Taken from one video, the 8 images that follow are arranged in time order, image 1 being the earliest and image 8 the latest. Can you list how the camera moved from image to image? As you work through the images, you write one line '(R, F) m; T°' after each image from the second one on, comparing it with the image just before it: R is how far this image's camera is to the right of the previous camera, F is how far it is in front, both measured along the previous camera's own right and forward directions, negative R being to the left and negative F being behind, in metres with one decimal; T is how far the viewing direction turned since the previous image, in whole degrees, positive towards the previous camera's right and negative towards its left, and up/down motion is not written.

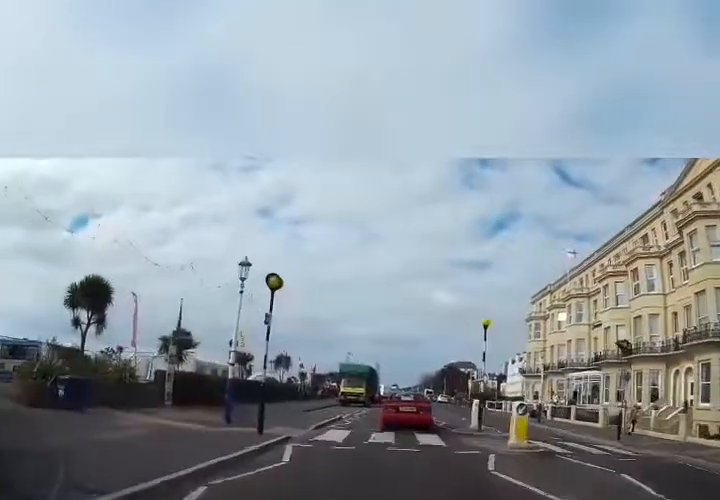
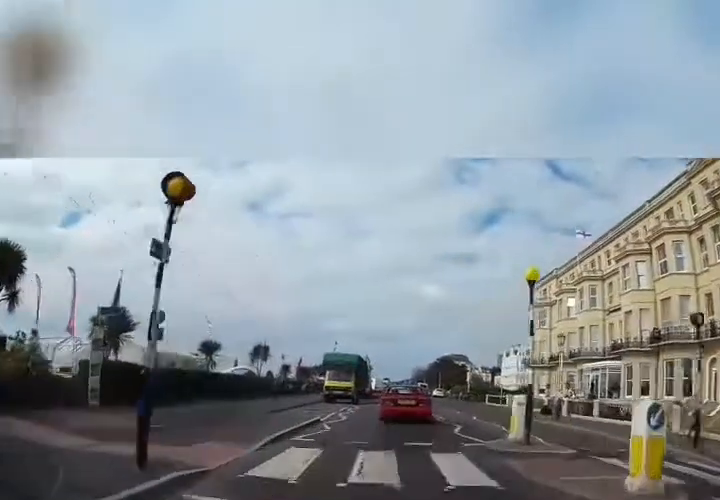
(+0.1, +5.0) m; +2°
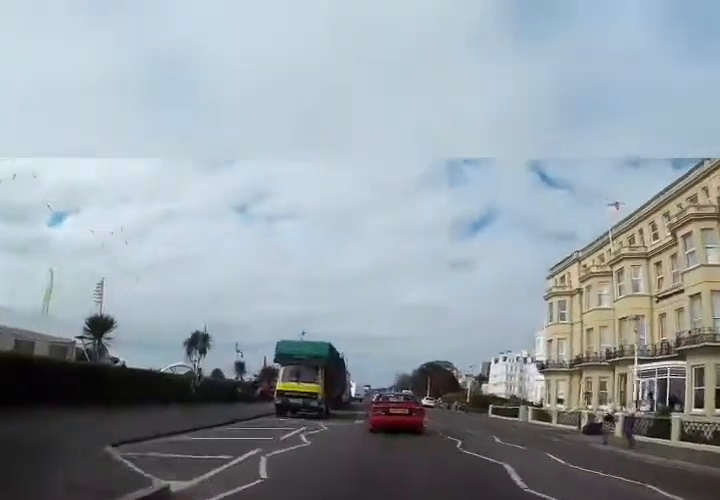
(+0.4, +10.6) m; +3°
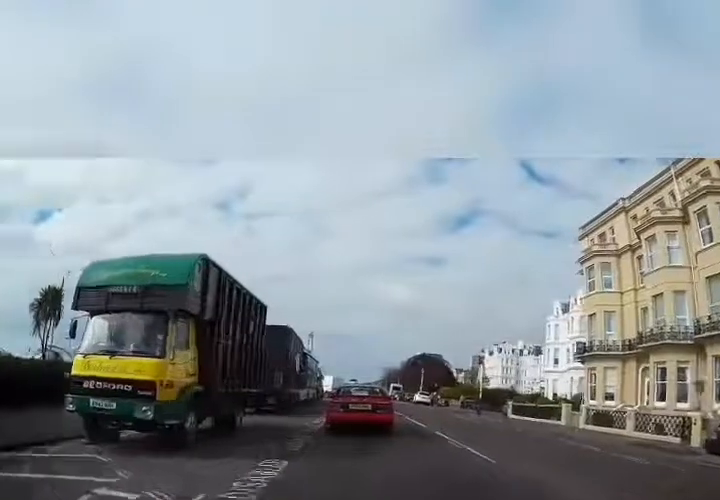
(+0.2, +11.9) m; +2°
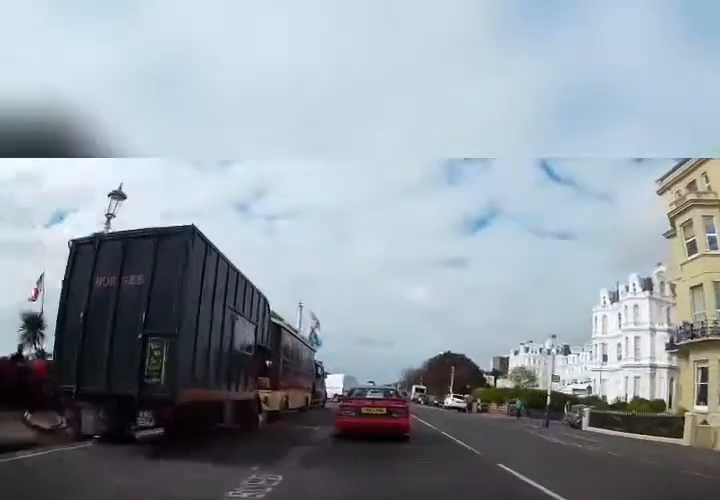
(-0.4, +11.0) m; -5°
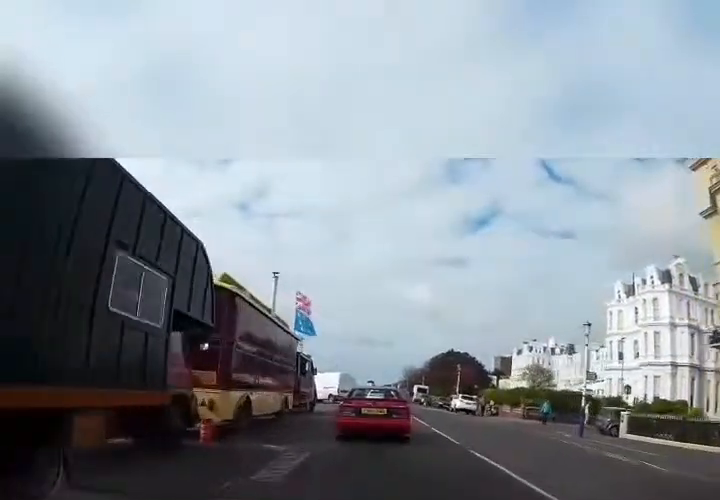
(+0.1, +4.2) m; +1°
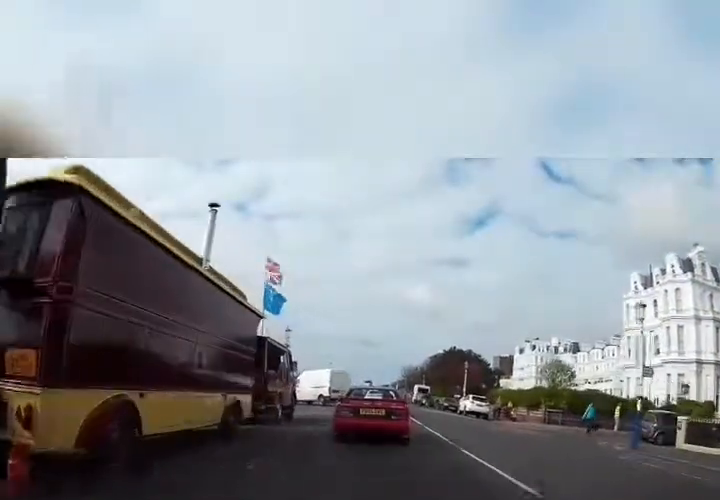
(0.0, +4.9) m; +1°
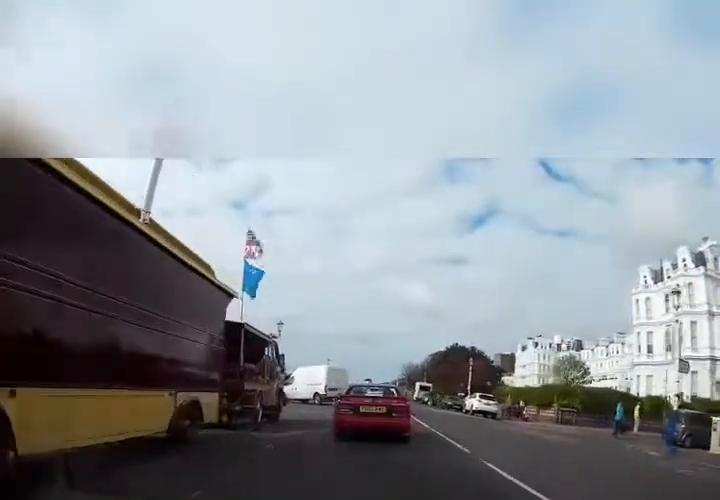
(0.0, +2.3) m; +1°
